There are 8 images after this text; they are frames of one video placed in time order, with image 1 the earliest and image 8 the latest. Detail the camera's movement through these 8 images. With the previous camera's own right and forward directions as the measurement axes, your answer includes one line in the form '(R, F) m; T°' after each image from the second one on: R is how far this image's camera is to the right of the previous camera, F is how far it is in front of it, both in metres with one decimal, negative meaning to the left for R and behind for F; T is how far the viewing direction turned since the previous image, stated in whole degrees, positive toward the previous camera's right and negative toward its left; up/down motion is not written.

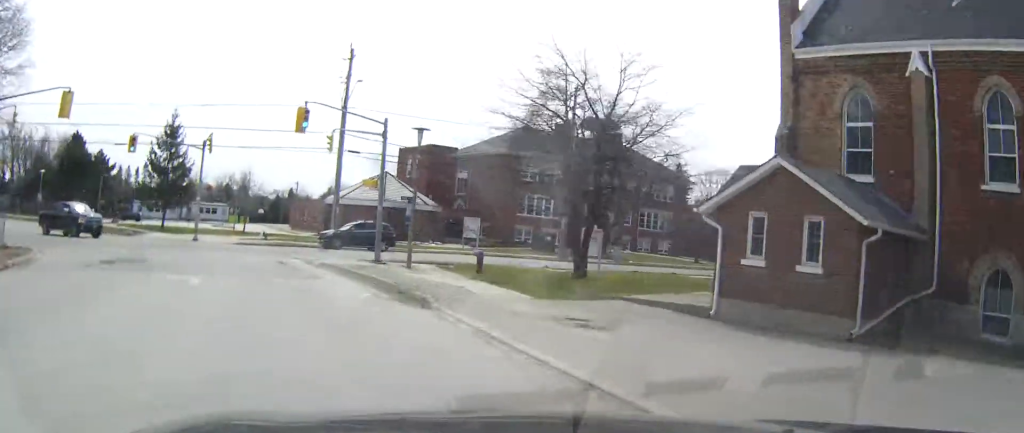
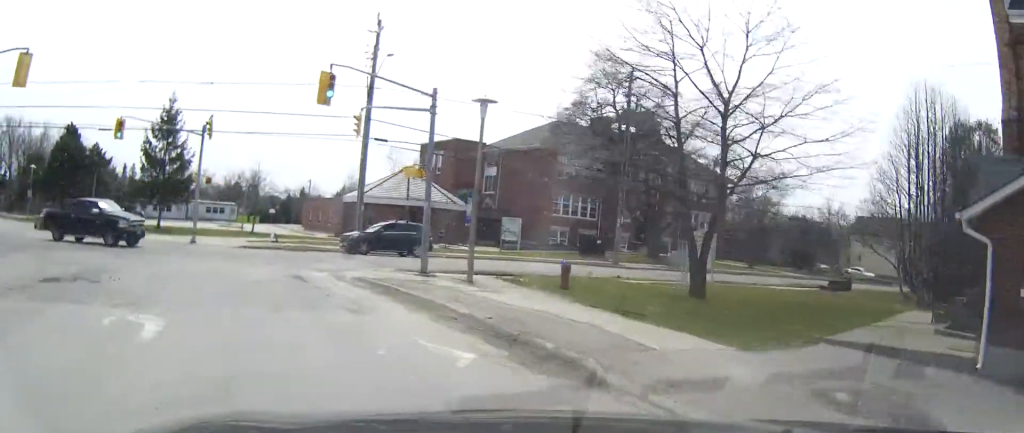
(0.0, +8.0) m; -1°
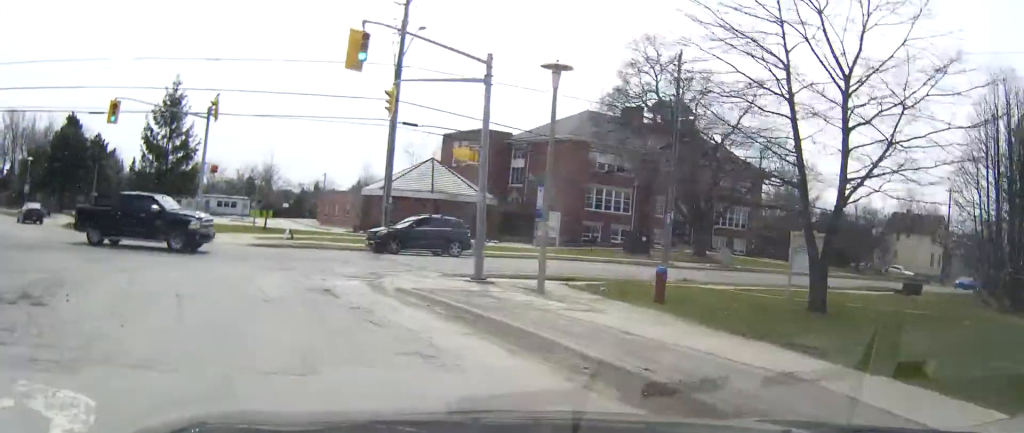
(-0.1, +5.3) m; -1°
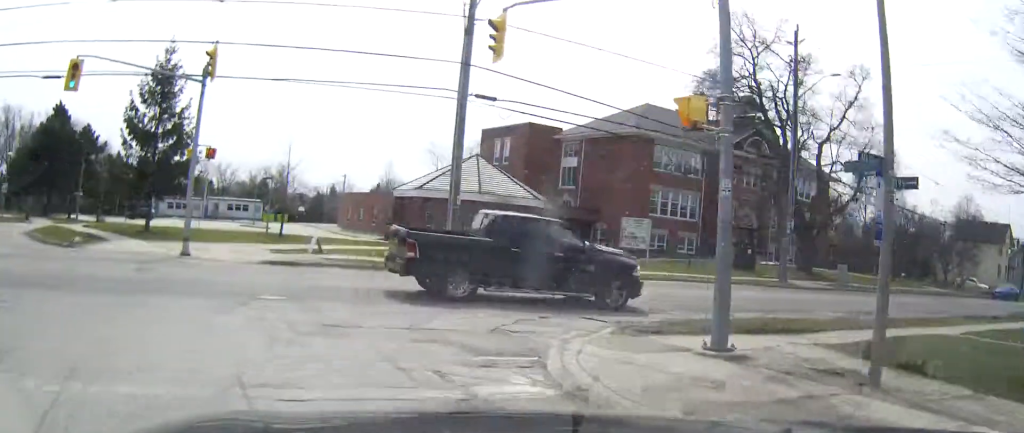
(-0.2, +13.2) m; 0°
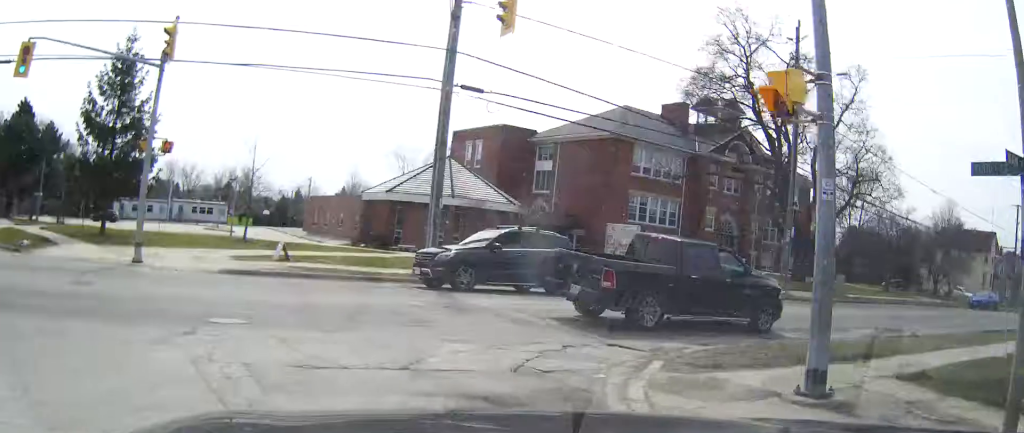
(+0.1, +3.6) m; +4°
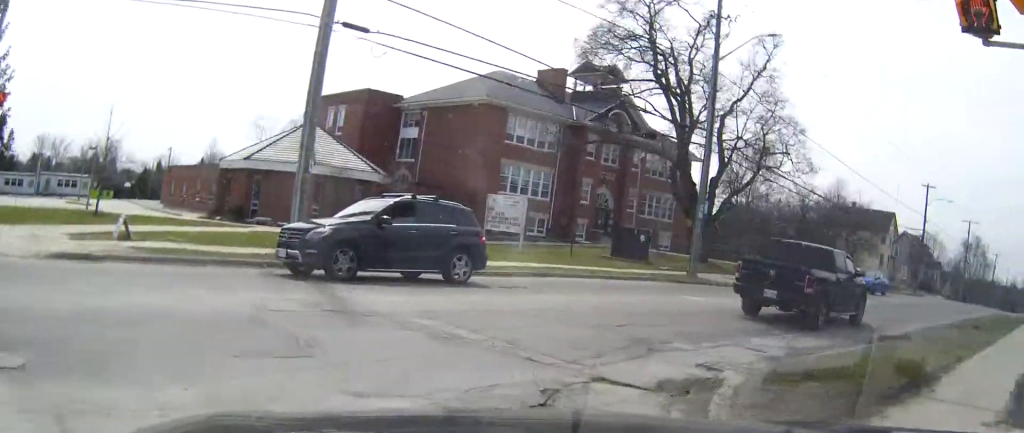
(+0.3, +6.2) m; +10°
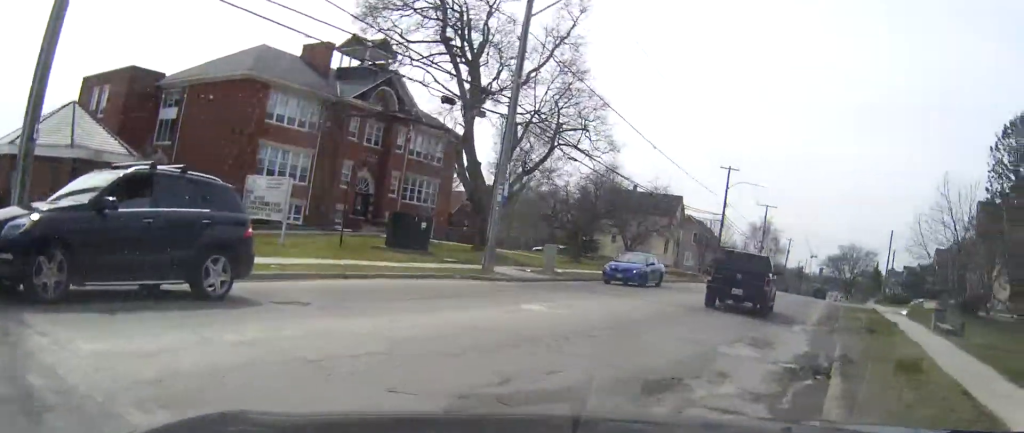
(+1.0, +6.1) m; +21°
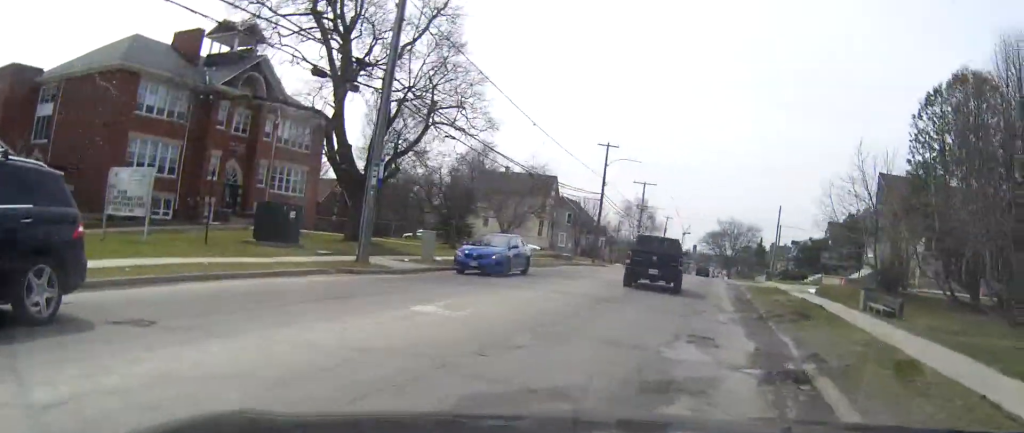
(+0.2, +2.7) m; +11°
